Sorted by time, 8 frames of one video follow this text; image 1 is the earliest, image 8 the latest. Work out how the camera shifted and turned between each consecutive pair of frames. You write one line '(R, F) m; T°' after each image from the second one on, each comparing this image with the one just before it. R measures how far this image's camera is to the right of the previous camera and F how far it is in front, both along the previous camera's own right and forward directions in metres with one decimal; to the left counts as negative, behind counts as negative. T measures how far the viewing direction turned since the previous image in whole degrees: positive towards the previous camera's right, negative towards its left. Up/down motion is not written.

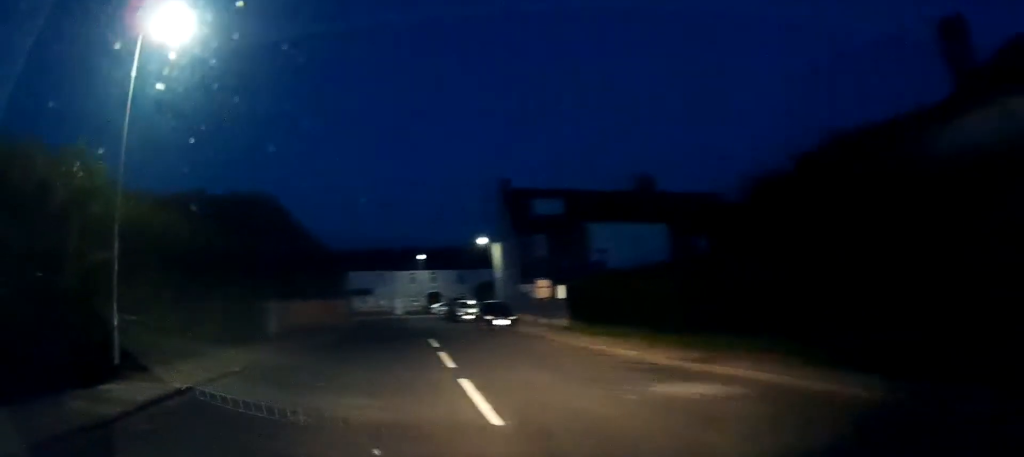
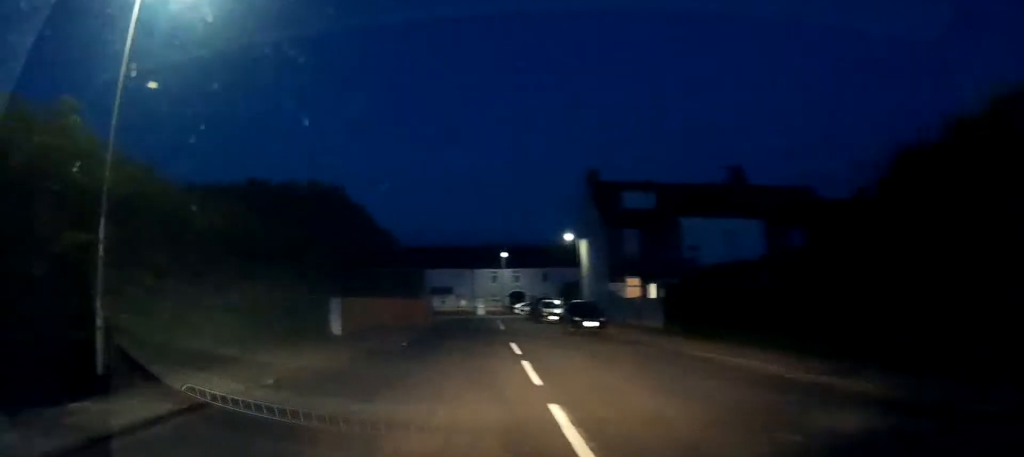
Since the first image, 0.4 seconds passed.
(-0.3, +2.2) m; -6°
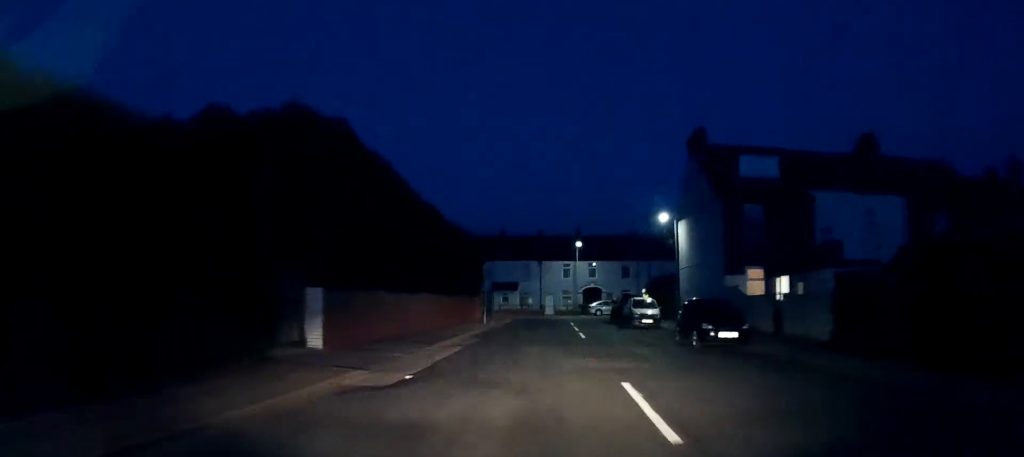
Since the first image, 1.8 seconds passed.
(-0.9, +8.3) m; -12°
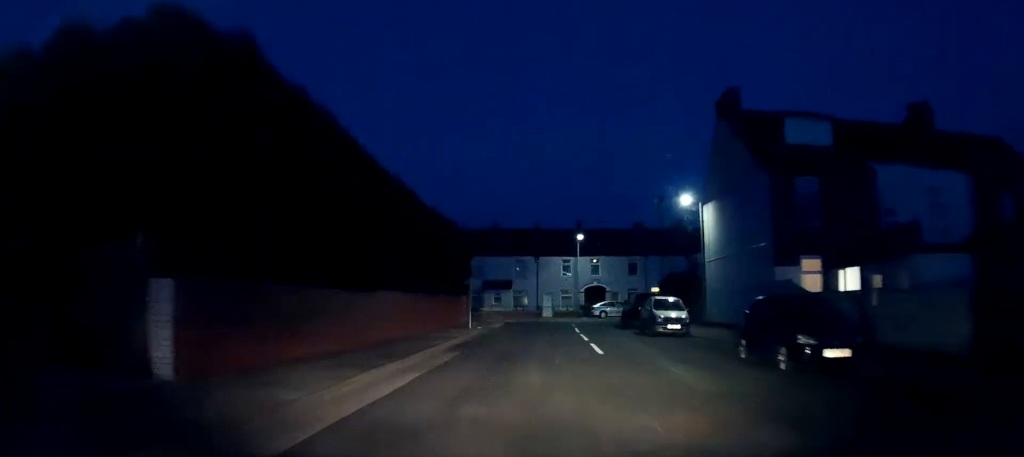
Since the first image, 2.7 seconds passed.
(-0.4, +6.3) m; -4°
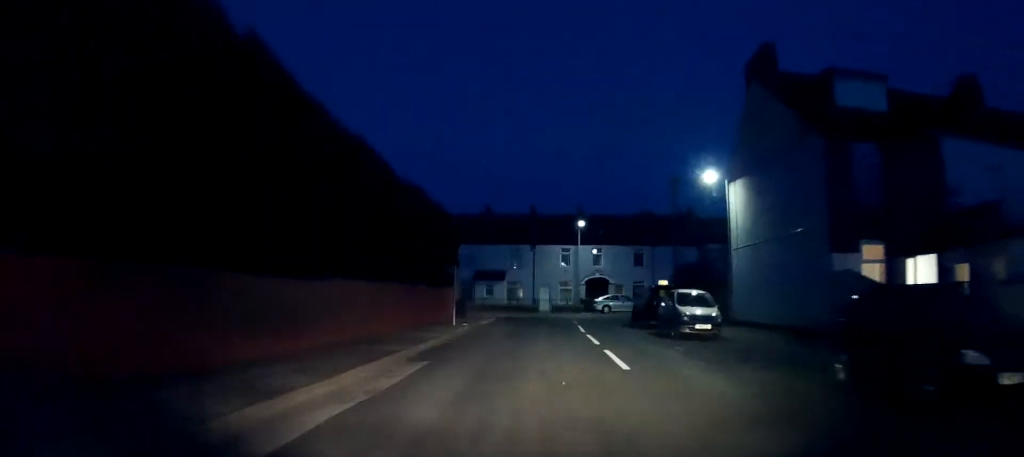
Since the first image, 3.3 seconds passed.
(-0.1, +4.7) m; -1°
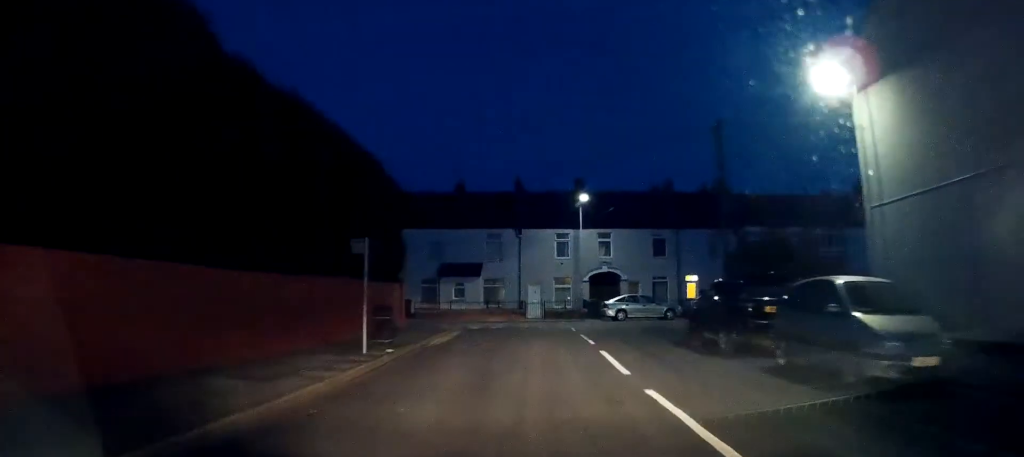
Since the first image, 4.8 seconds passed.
(-0.1, +12.1) m; +3°
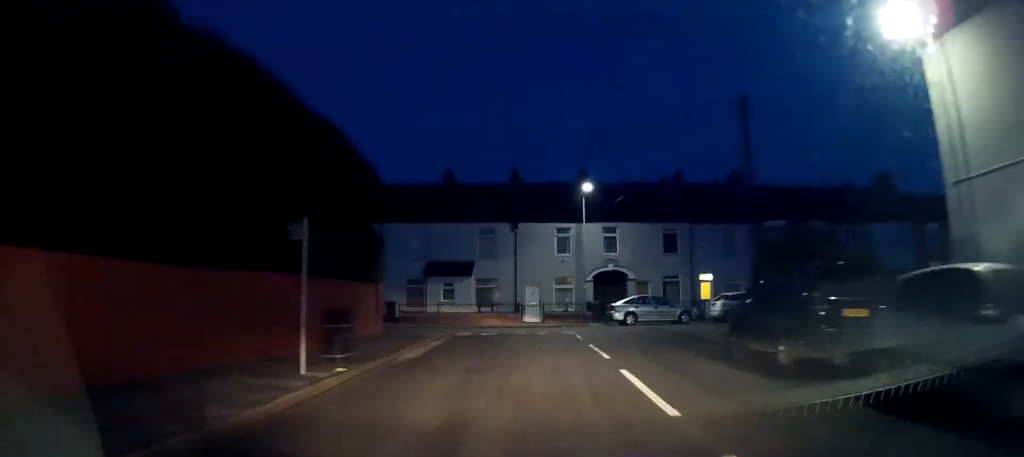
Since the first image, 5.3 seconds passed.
(+0.3, +3.7) m; 0°
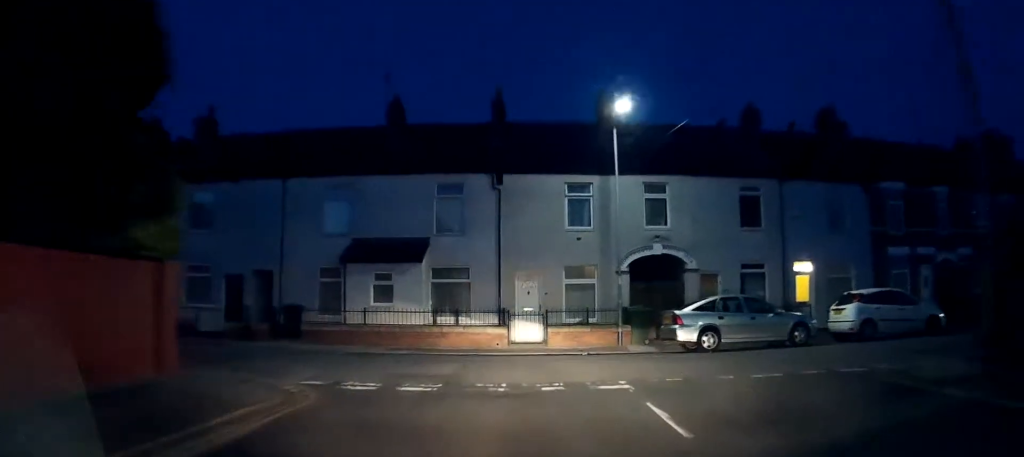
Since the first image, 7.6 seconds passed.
(+0.1, +14.6) m; +3°
